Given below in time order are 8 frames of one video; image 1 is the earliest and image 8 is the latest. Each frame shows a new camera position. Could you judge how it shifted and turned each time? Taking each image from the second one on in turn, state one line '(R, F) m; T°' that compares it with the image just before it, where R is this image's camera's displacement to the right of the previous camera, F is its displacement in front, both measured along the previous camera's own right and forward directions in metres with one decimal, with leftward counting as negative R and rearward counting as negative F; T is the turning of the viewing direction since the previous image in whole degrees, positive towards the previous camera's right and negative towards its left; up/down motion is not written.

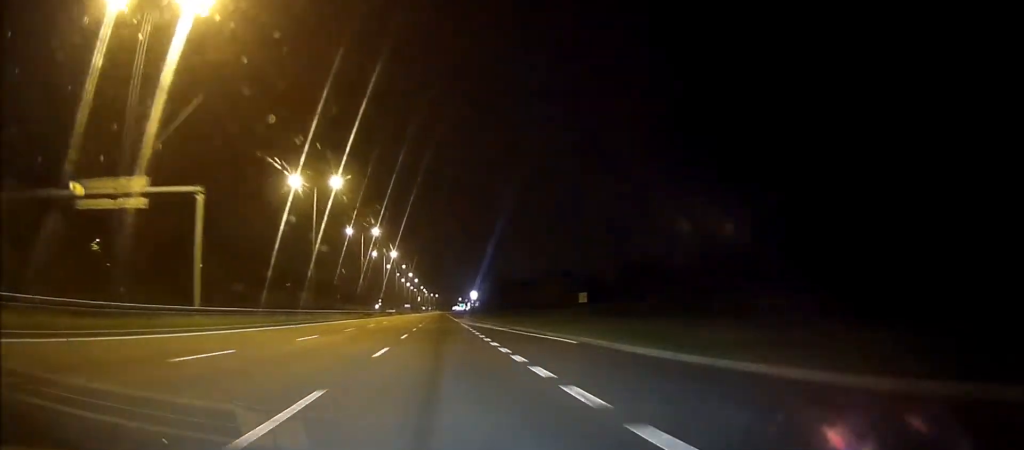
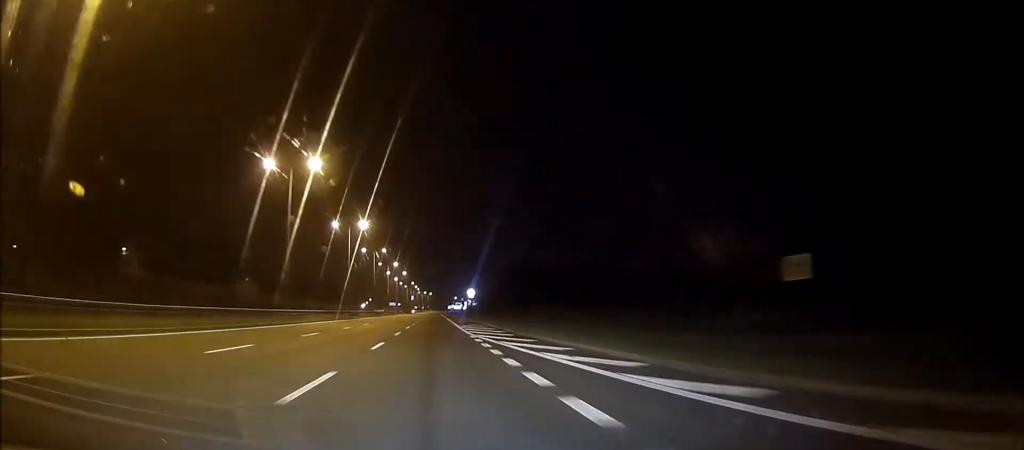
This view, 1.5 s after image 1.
(-0.1, +44.9) m; 0°
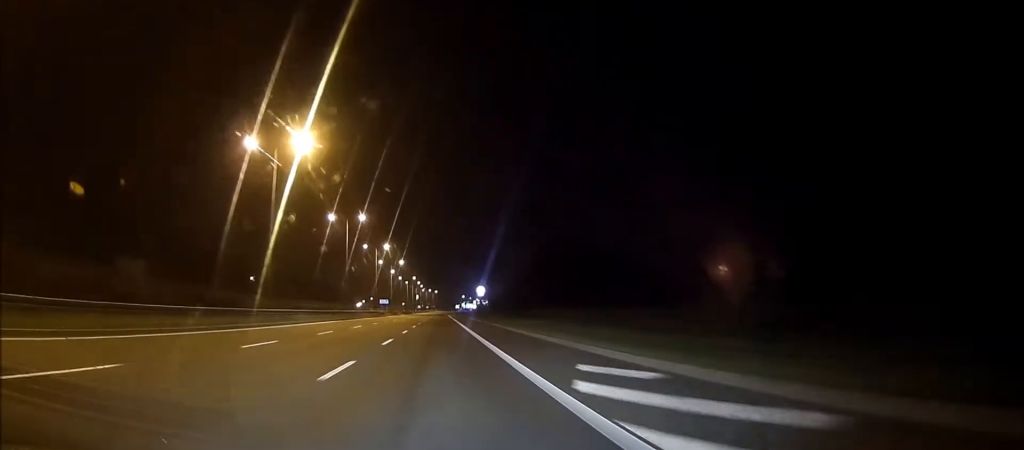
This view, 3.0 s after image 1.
(0.0, +44.7) m; 0°
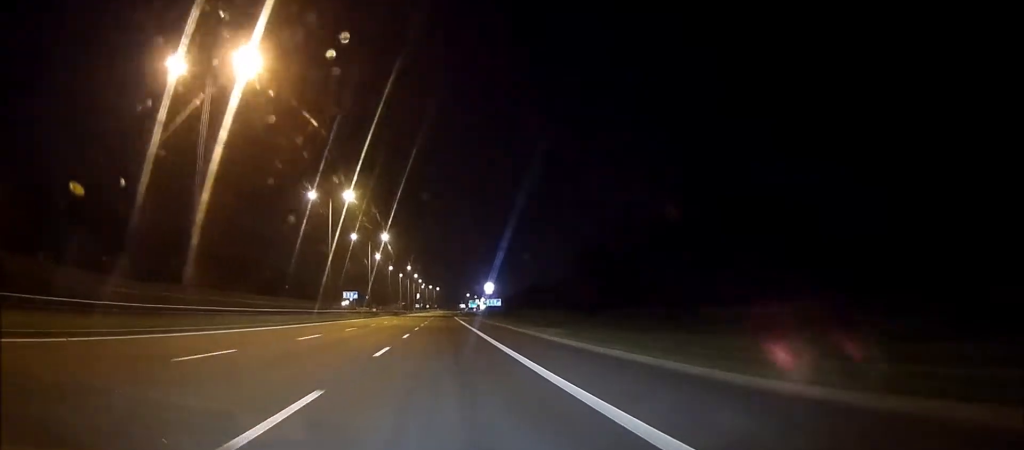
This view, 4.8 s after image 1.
(0.0, +52.3) m; 0°
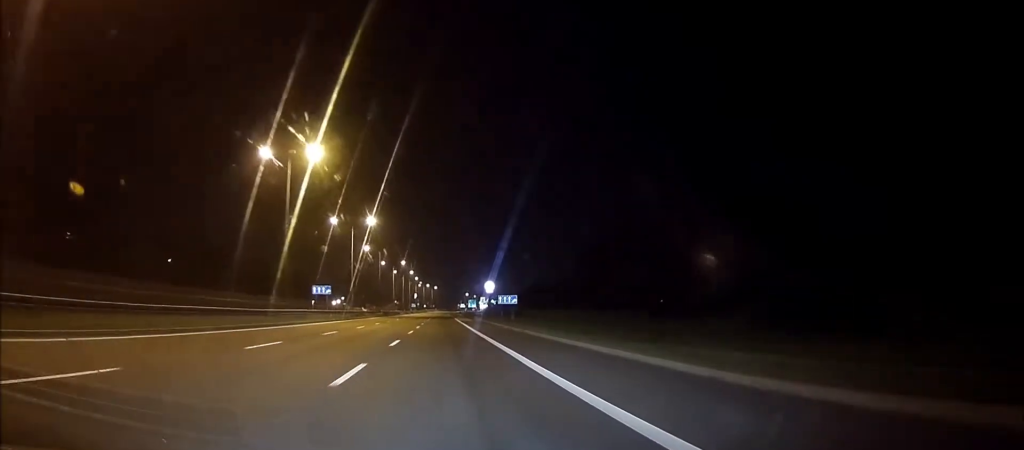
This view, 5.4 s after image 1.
(0.0, +18.6) m; 0°
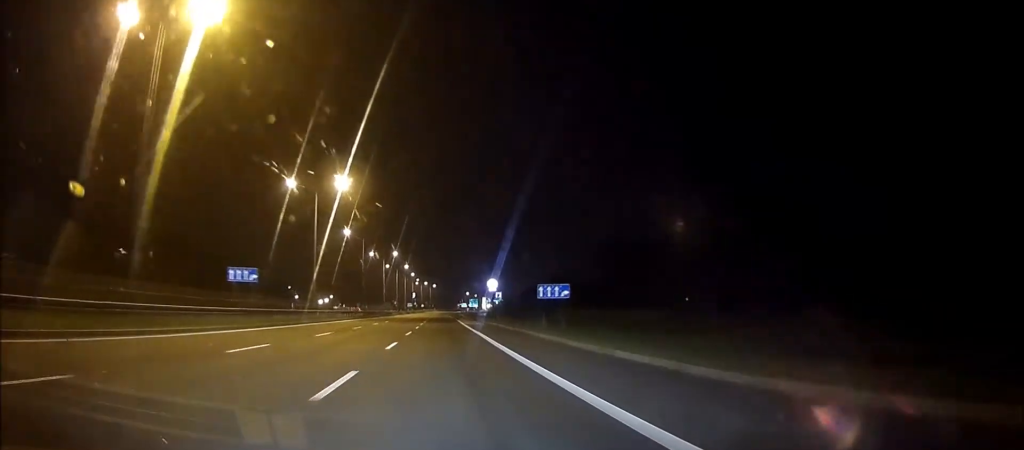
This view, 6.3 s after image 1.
(0.0, +25.4) m; 0°
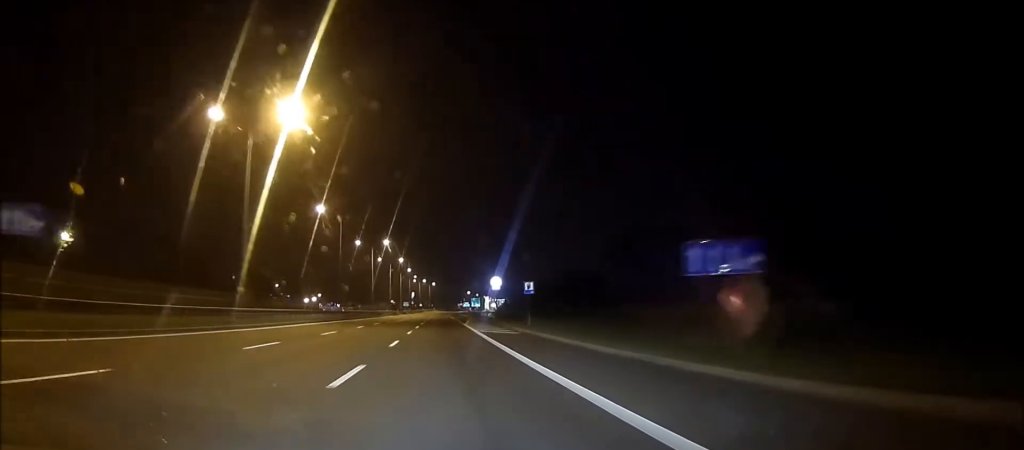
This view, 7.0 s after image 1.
(0.0, +22.3) m; 0°
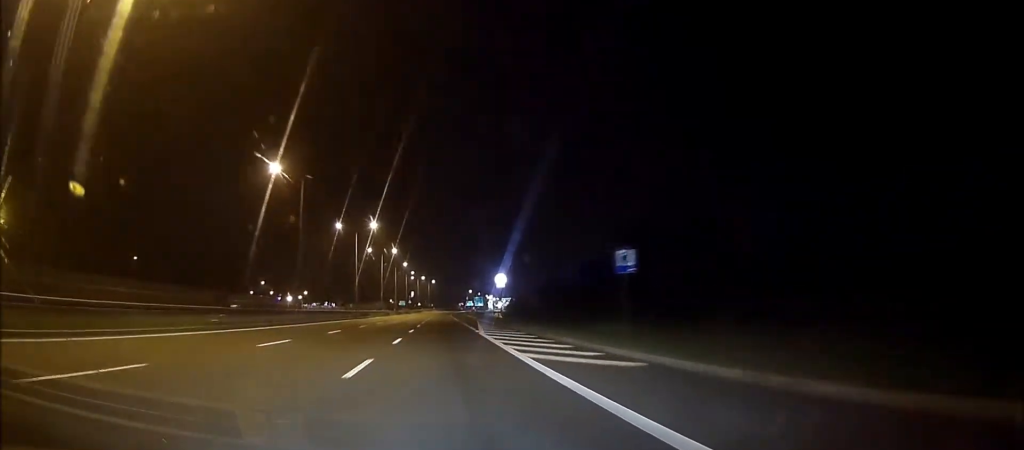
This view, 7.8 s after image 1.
(0.0, +22.3) m; 0°
